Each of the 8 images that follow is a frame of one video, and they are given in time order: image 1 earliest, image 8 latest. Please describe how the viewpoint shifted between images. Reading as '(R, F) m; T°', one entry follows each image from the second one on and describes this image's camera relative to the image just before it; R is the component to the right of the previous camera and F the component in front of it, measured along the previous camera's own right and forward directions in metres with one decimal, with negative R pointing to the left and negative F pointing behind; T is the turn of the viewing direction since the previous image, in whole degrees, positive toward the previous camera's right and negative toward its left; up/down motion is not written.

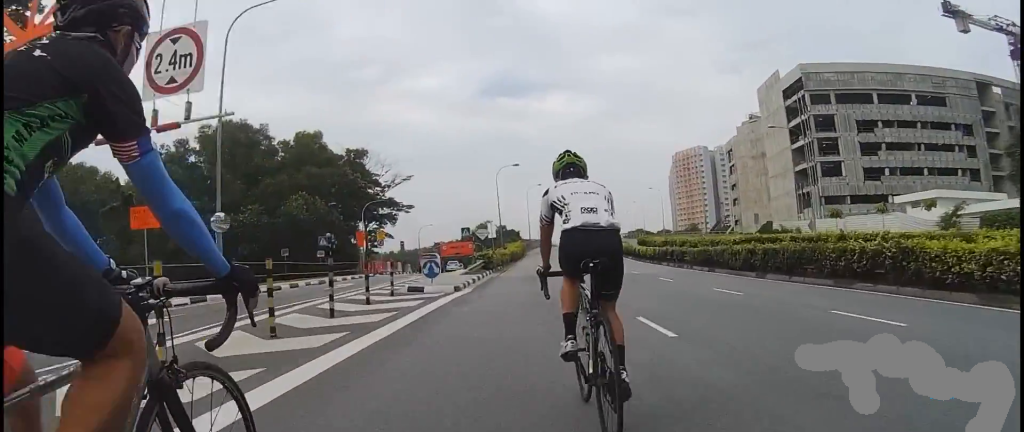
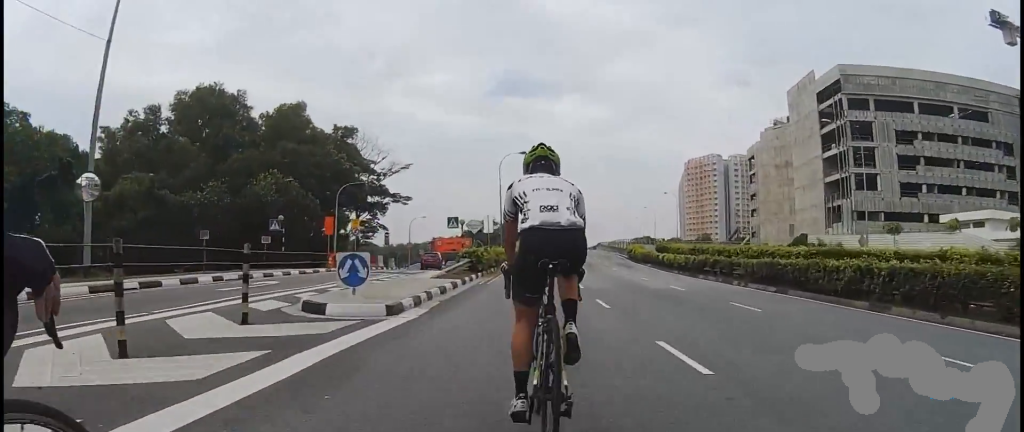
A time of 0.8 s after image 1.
(+0.1, +7.8) m; +1°
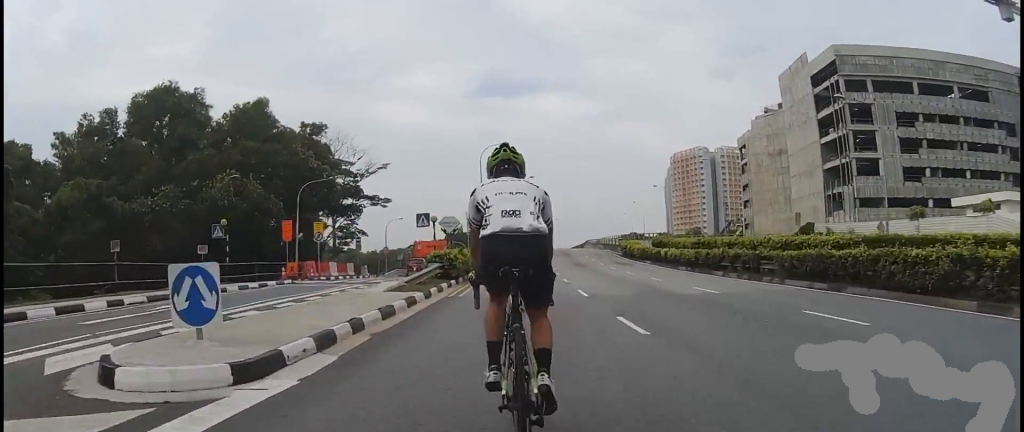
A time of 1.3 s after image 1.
(0.0, +4.6) m; 0°
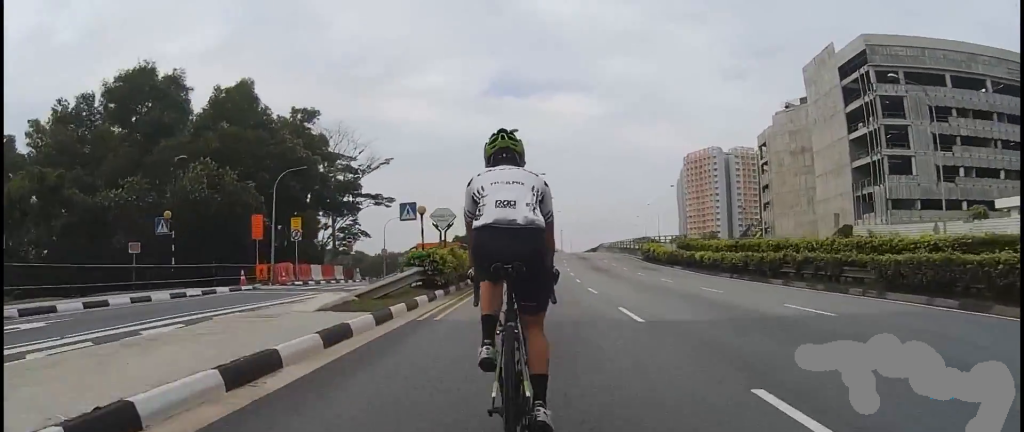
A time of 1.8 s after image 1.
(0.0, +5.3) m; 0°
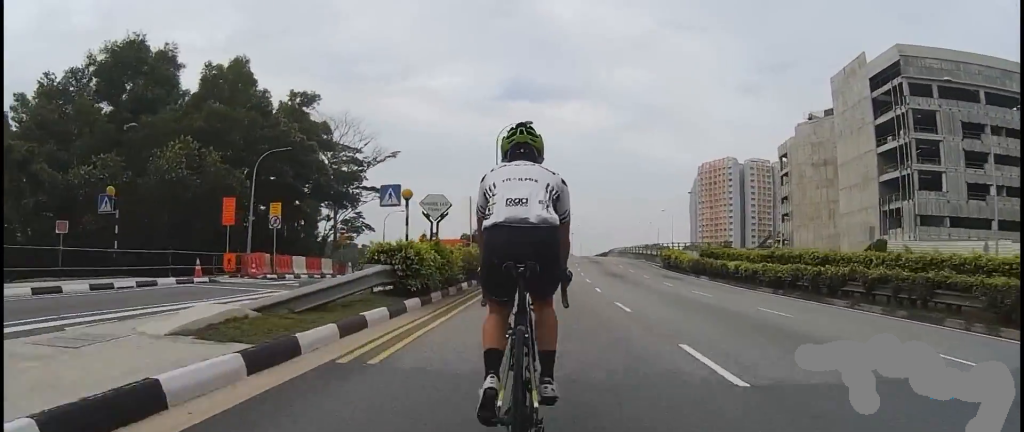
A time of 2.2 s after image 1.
(0.0, +4.0) m; 0°
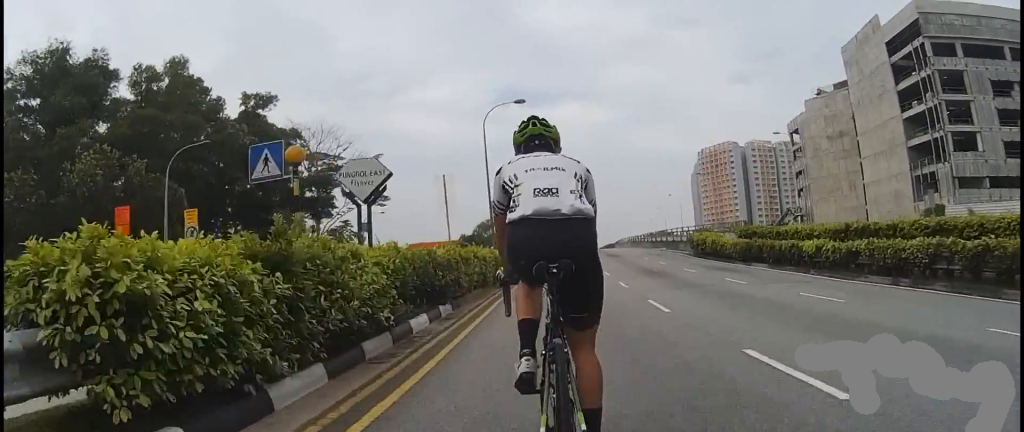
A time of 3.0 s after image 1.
(0.0, +7.3) m; 0°
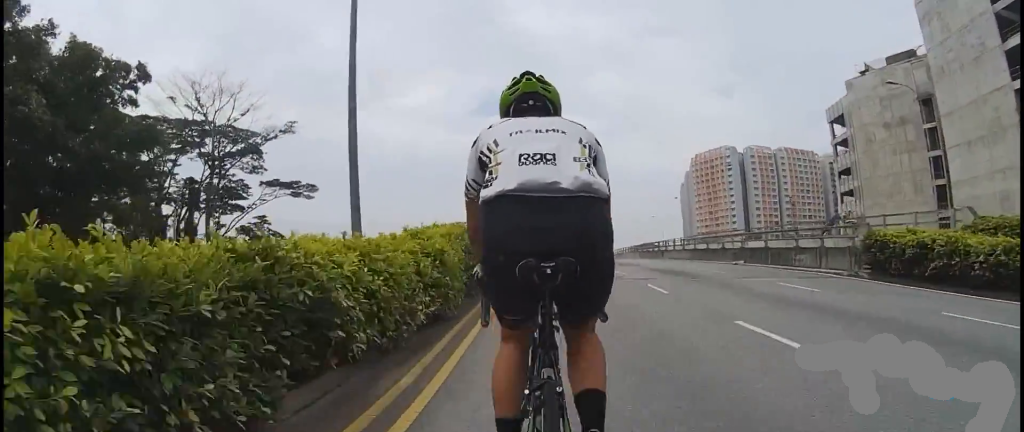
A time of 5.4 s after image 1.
(0.0, +22.6) m; 0°
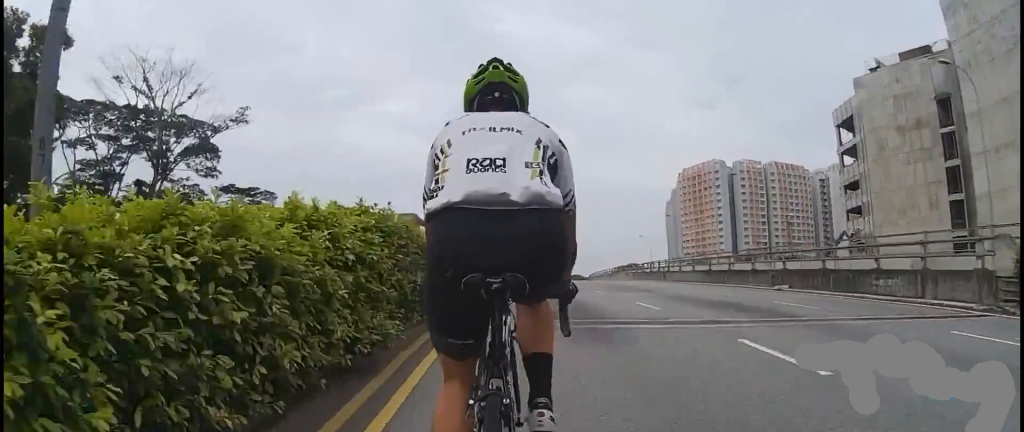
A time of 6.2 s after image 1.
(0.0, +6.8) m; 0°
